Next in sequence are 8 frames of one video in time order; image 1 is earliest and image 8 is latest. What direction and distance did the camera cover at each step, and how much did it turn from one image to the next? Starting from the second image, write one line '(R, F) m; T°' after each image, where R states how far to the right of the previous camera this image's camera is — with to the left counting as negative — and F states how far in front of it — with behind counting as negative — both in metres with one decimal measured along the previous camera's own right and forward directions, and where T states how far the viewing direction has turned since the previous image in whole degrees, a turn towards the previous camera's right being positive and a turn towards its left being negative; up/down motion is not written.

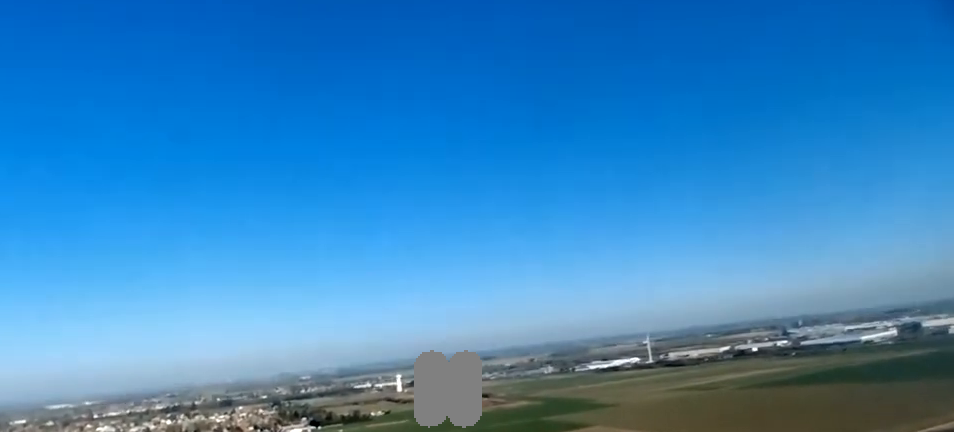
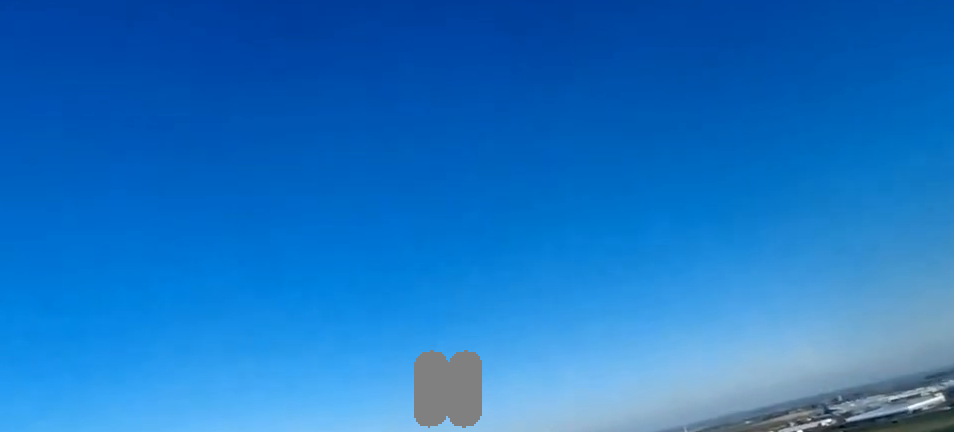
(+0.2, +5.5) m; +2°
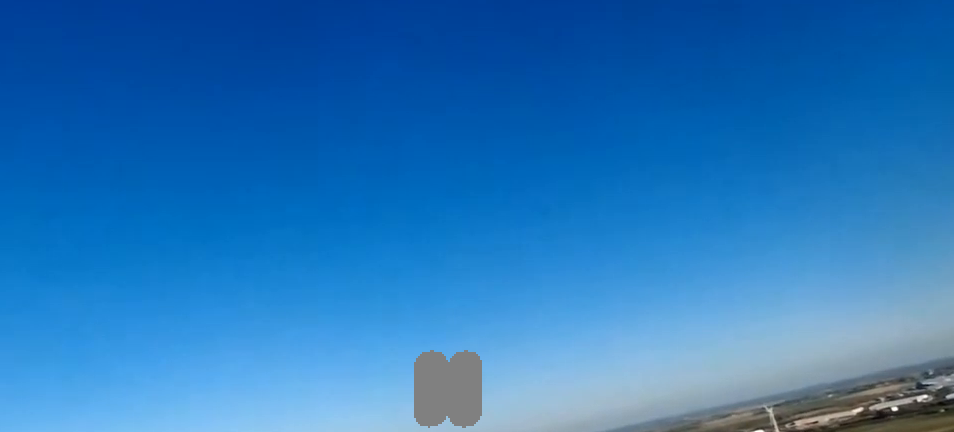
(0.0, +26.6) m; -4°
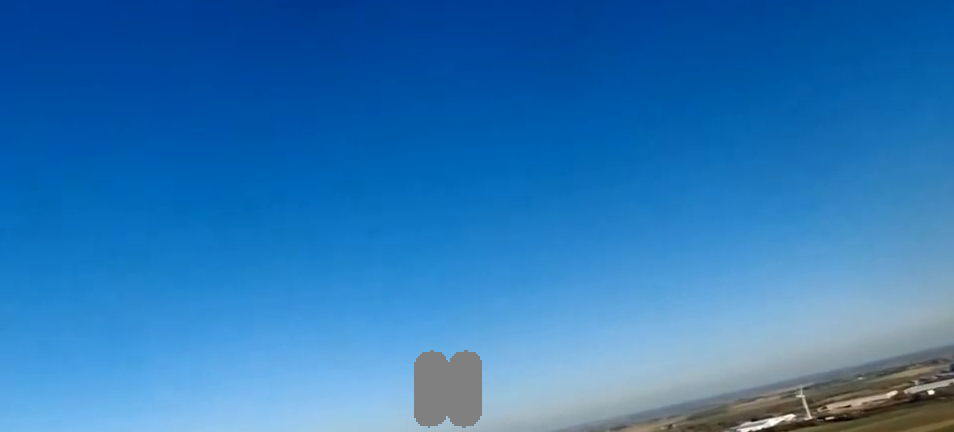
(-0.7, +13.3) m; -2°
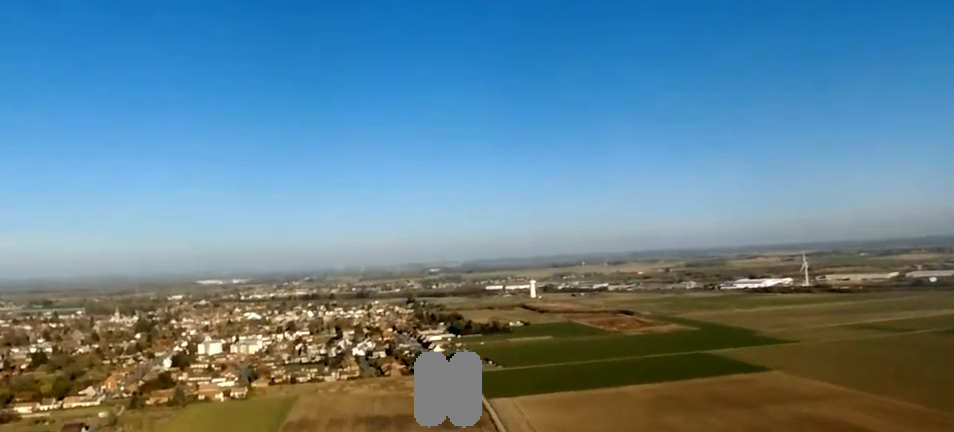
(+0.1, +17.9) m; -3°
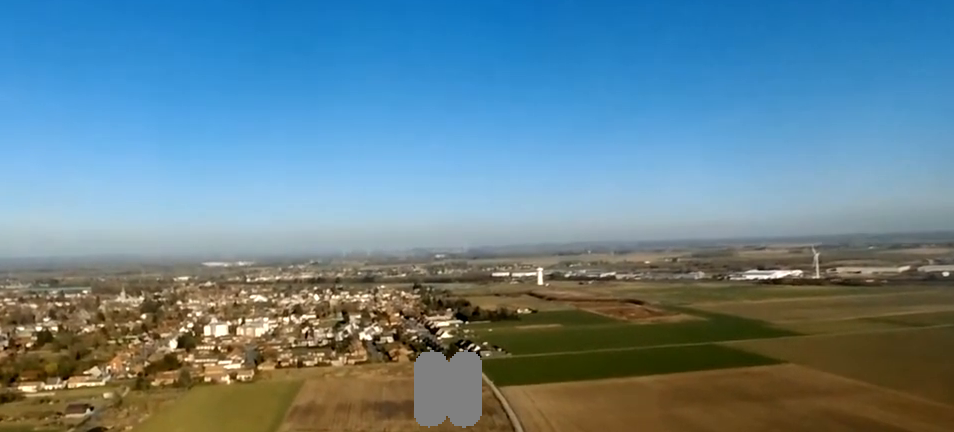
(-0.5, +12.5) m; -3°
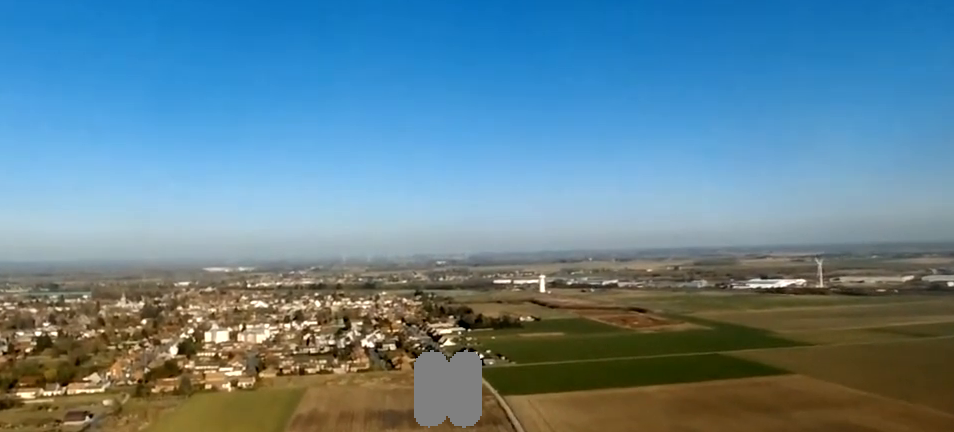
(-0.2, +6.2) m; -1°
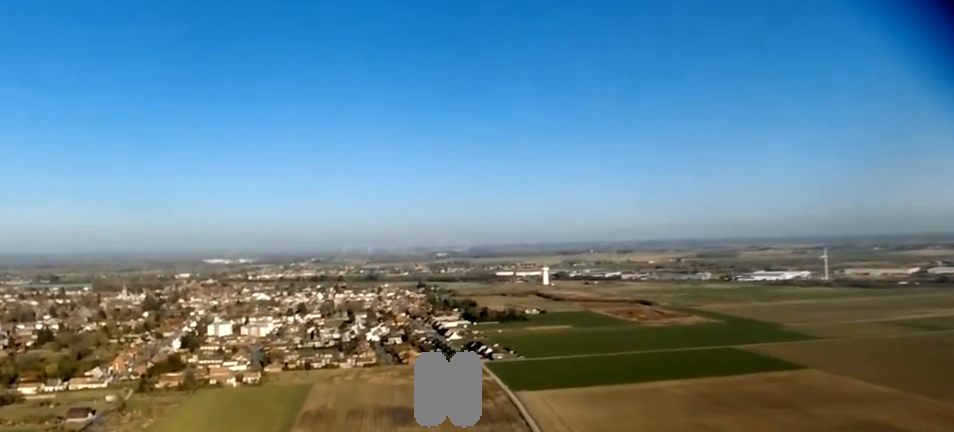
(-0.1, +14.4) m; -5°
